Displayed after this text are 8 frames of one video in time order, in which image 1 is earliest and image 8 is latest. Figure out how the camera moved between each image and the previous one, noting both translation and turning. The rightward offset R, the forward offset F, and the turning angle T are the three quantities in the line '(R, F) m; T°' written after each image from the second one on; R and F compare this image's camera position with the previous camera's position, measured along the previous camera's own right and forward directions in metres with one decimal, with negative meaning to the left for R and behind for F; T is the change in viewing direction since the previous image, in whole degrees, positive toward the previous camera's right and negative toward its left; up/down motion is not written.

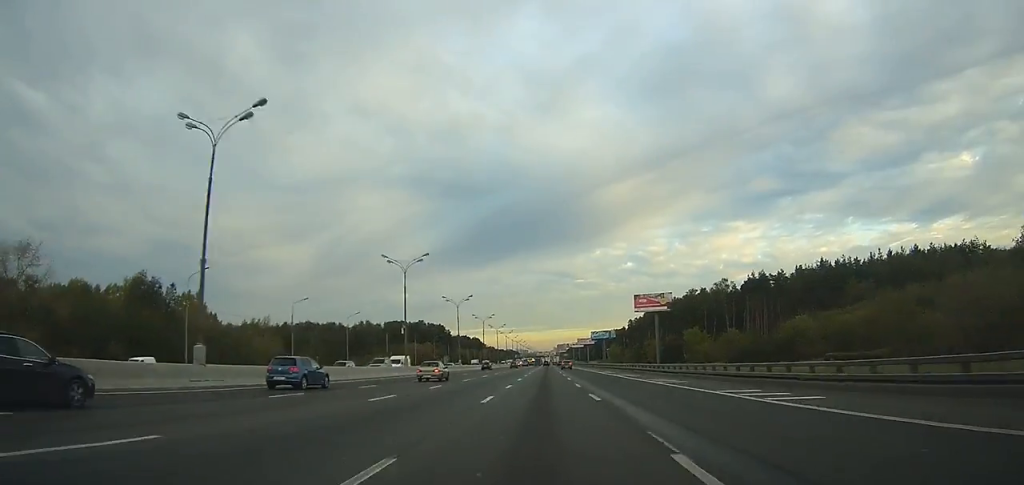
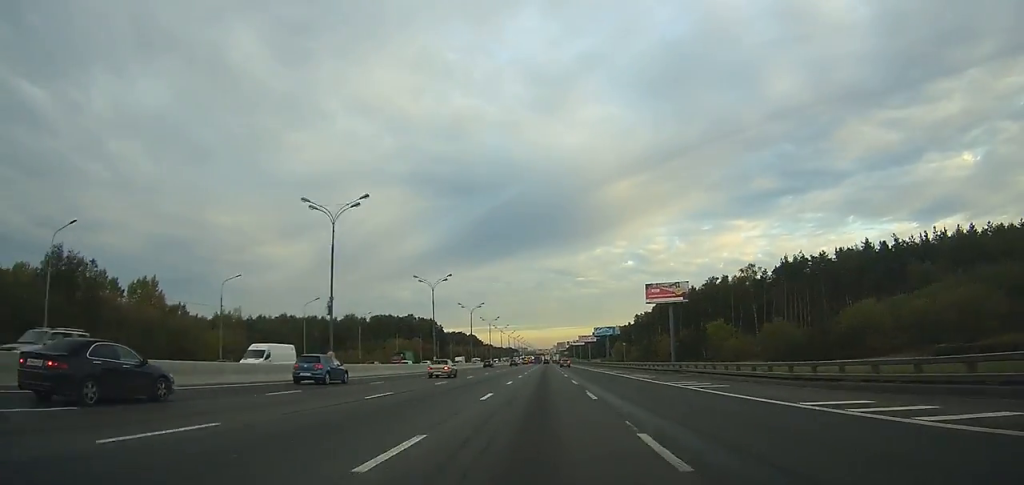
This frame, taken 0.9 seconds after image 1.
(+0.1, +22.1) m; 0°
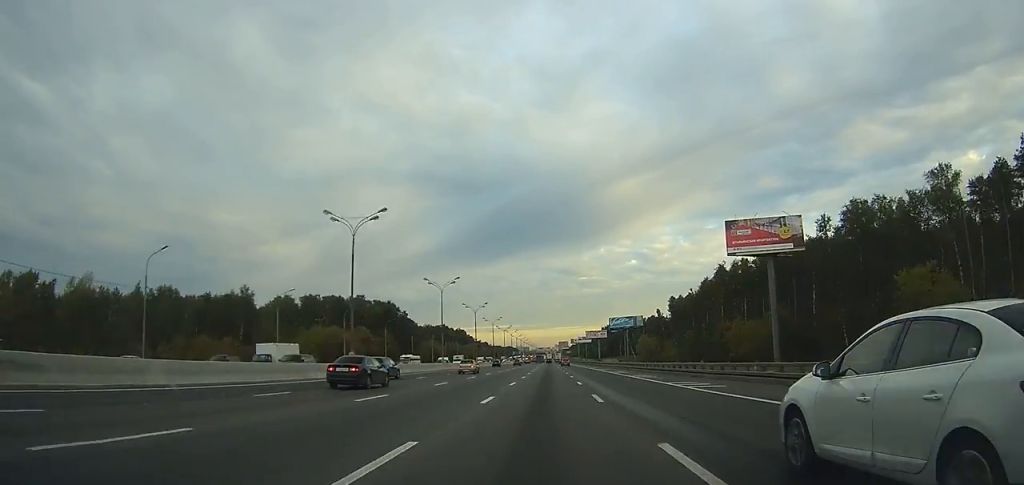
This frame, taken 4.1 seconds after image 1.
(+0.1, +75.2) m; 0°
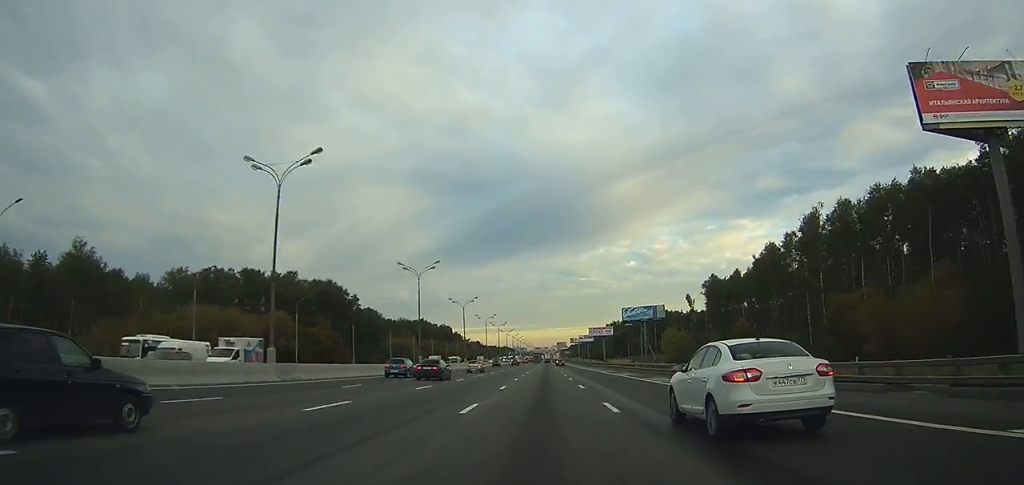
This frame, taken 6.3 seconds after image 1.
(+0.1, +51.4) m; 0°
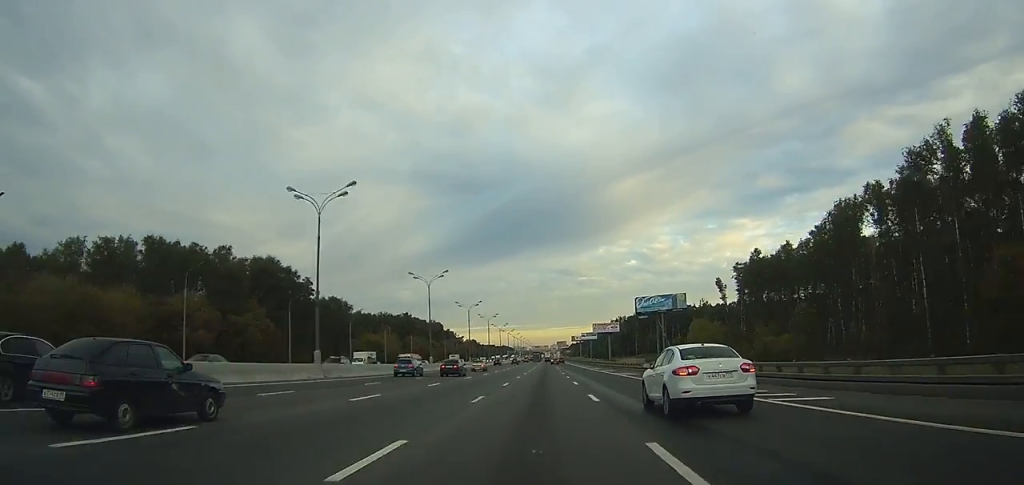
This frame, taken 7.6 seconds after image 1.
(0.0, +32.3) m; 0°
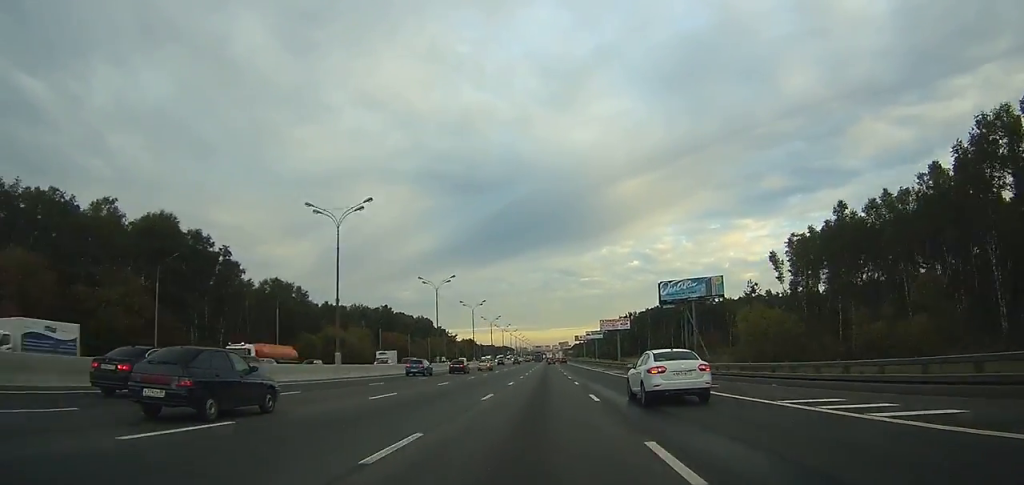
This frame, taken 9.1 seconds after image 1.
(-0.1, +37.5) m; 0°
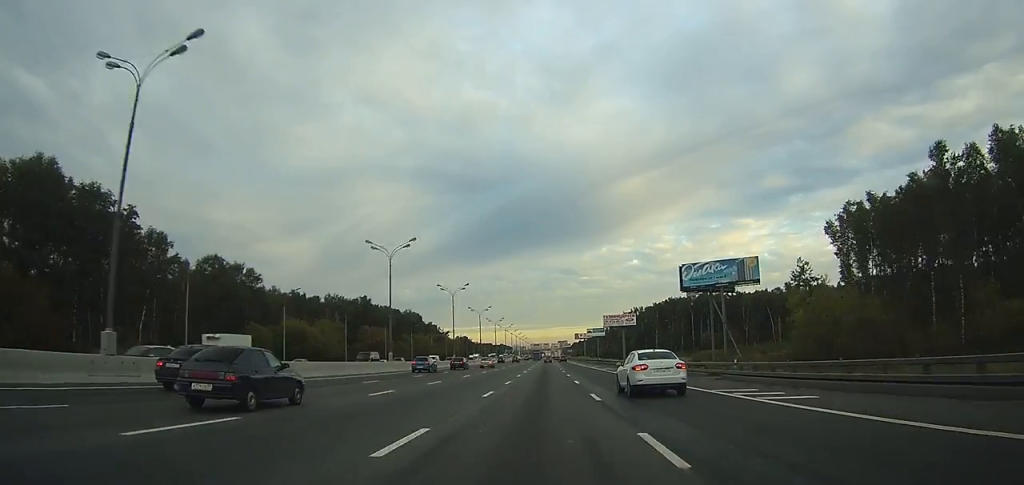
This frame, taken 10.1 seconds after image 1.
(-0.1, +26.5) m; 0°
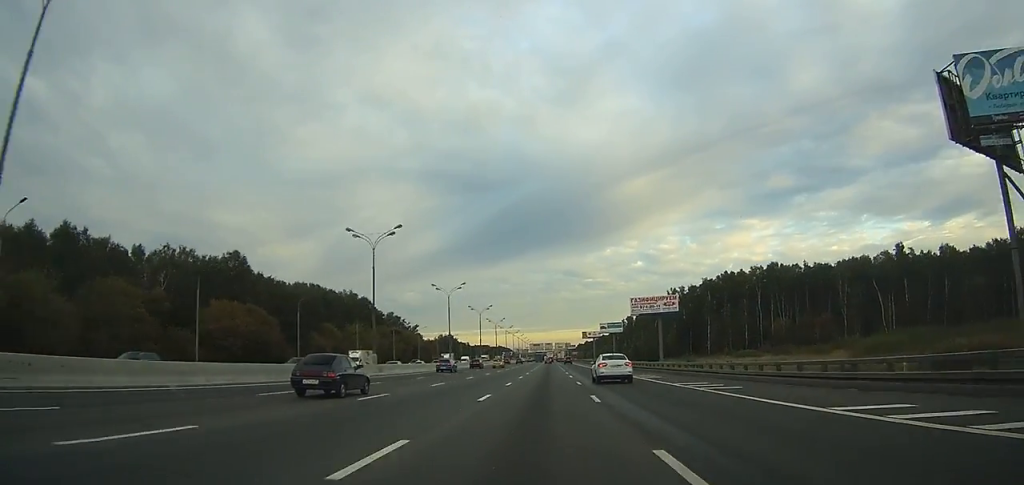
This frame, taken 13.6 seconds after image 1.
(+0.1, +91.6) m; 0°
